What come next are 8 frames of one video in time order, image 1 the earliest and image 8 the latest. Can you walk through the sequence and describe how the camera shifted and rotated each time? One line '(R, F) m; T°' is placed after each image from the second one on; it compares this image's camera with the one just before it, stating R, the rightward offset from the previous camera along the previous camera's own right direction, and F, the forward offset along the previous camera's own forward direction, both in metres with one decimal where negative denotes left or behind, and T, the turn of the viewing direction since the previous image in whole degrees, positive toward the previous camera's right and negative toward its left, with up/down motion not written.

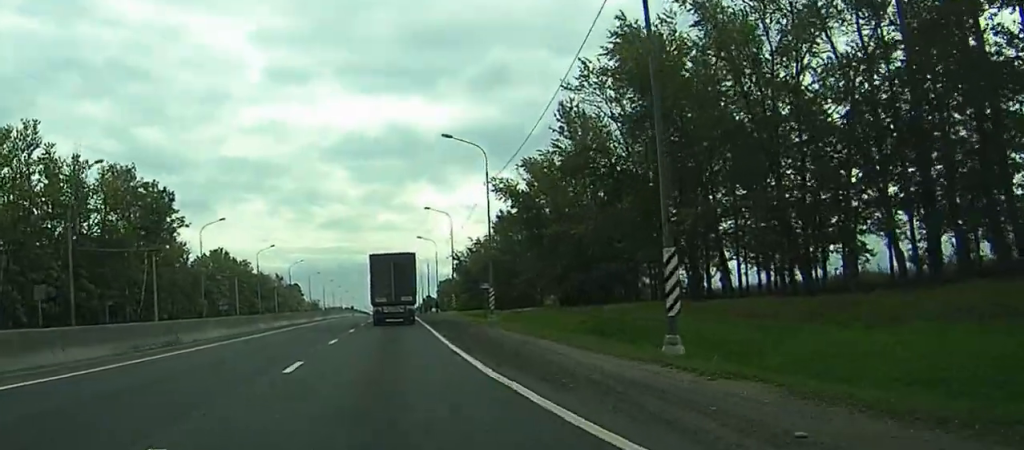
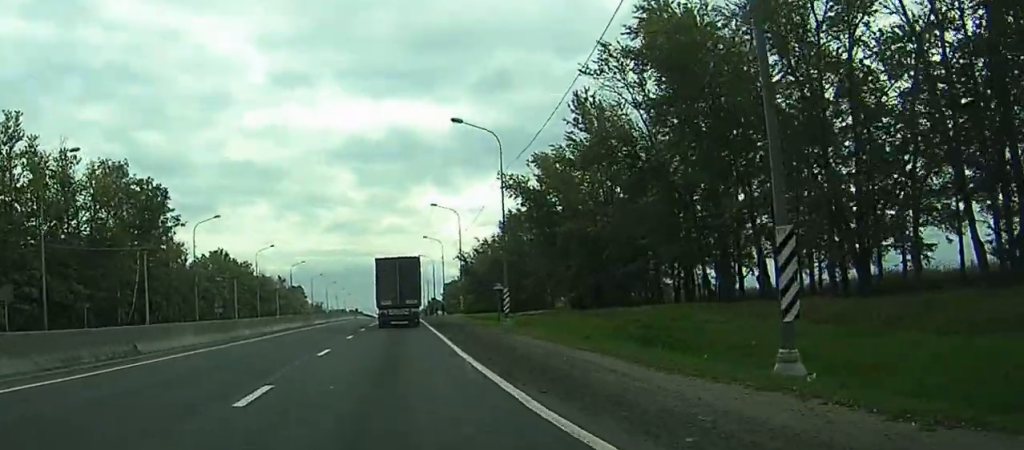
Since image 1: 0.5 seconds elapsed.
(+0.1, +5.4) m; +3°
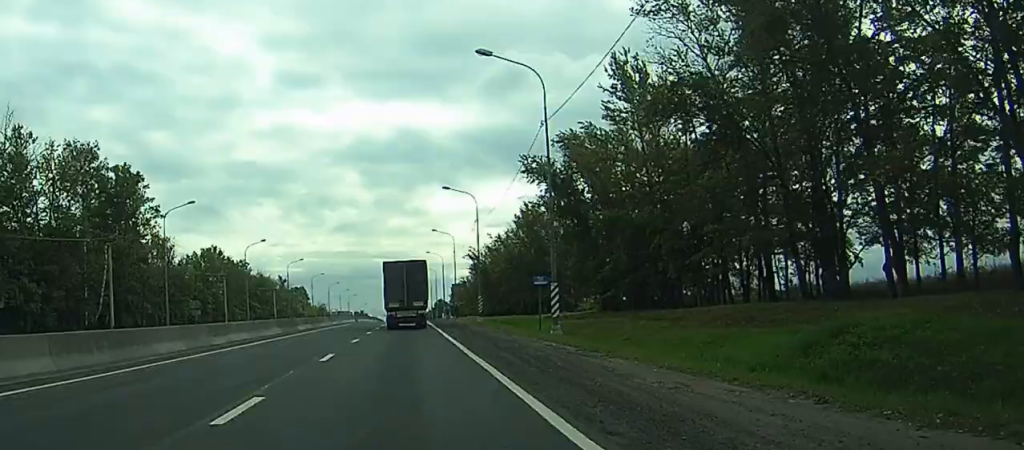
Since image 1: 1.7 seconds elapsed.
(+0.1, +13.3) m; -2°
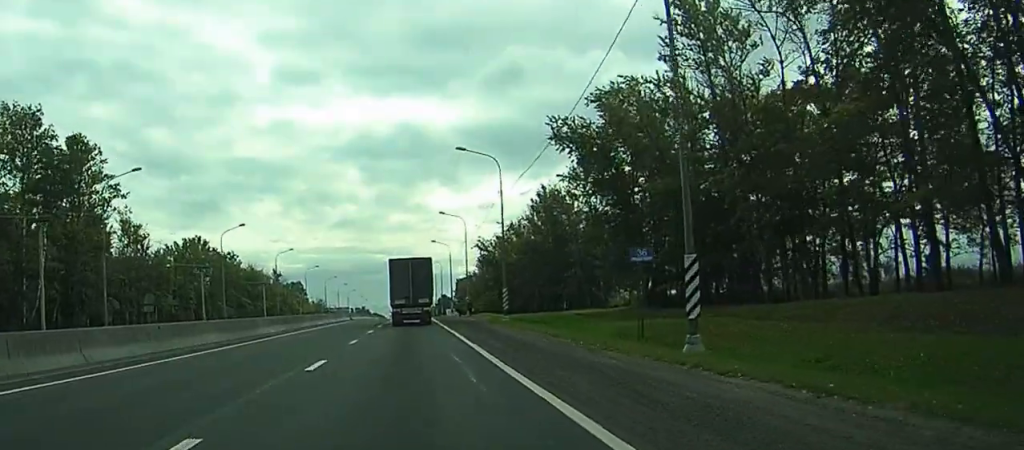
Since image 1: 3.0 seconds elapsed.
(-0.5, +15.9) m; -1°
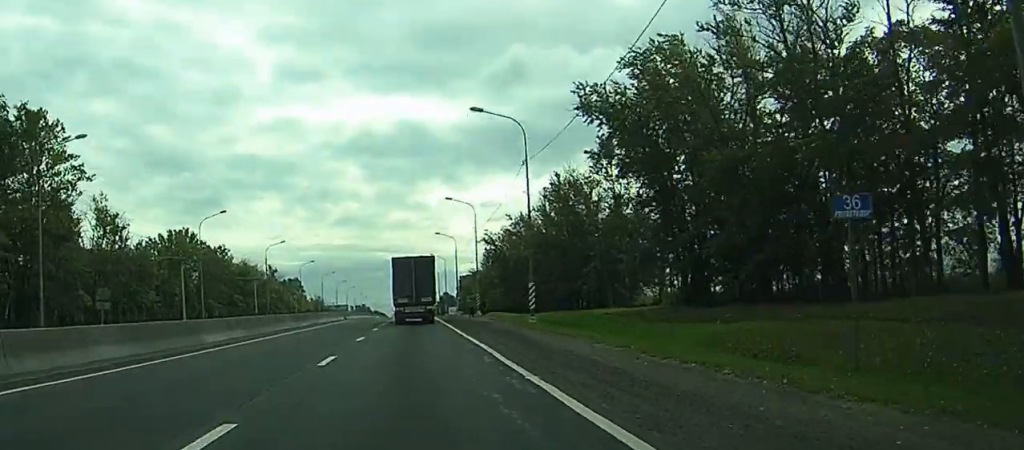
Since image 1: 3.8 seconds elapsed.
(+0.2, +10.7) m; +1°
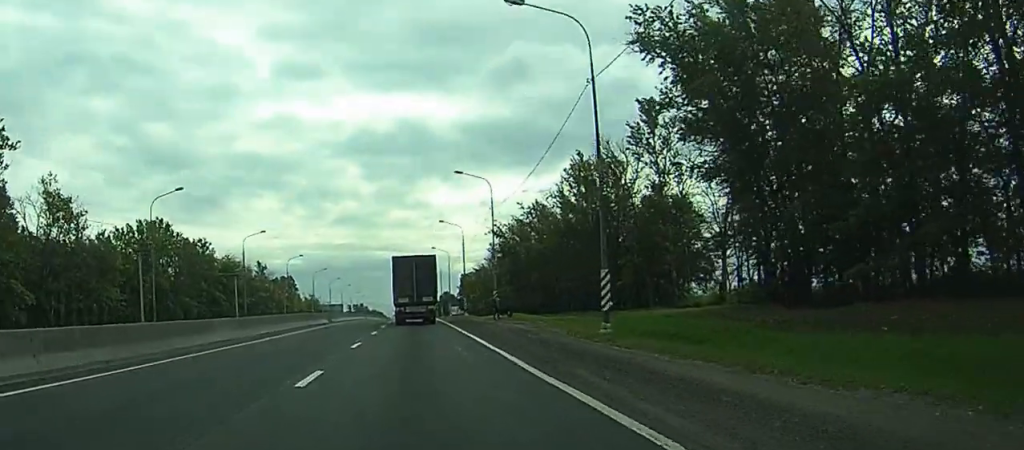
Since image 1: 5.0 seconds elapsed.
(0.0, +16.5) m; 0°
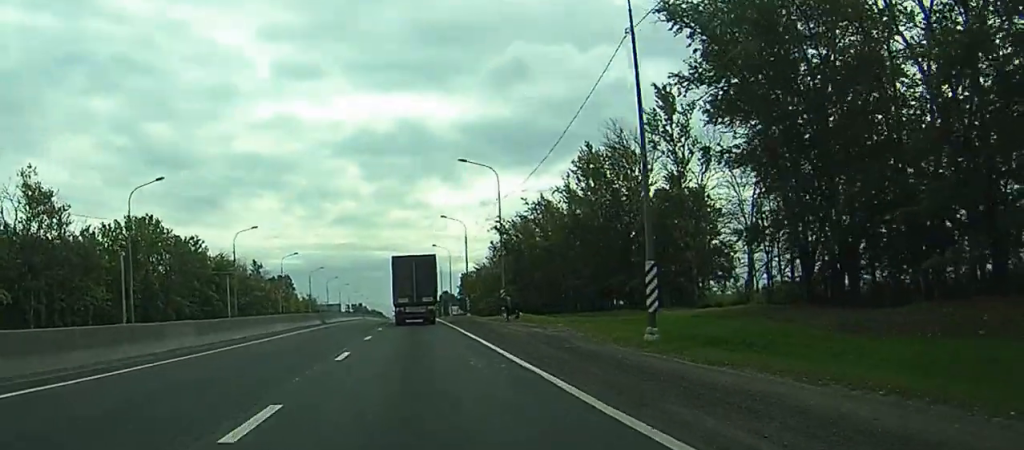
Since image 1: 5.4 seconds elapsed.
(0.0, +5.4) m; 0°
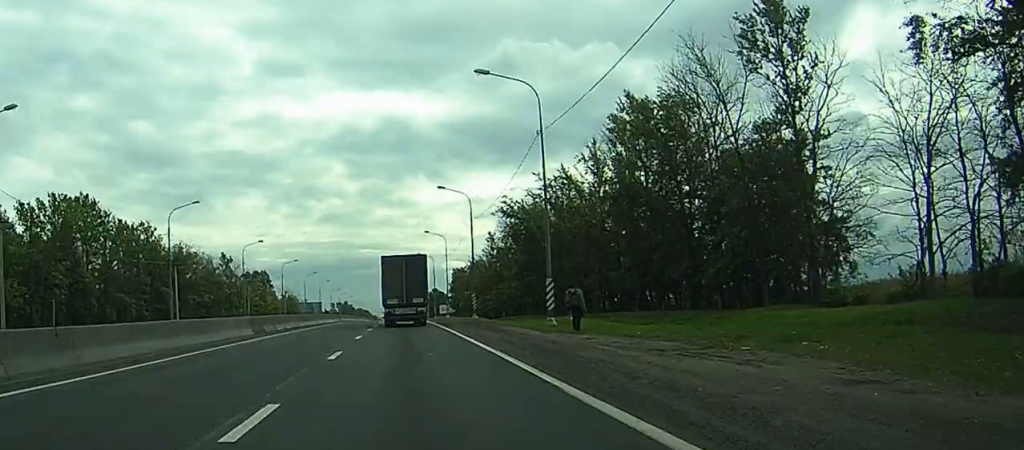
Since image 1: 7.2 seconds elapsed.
(+0.1, +23.8) m; 0°
